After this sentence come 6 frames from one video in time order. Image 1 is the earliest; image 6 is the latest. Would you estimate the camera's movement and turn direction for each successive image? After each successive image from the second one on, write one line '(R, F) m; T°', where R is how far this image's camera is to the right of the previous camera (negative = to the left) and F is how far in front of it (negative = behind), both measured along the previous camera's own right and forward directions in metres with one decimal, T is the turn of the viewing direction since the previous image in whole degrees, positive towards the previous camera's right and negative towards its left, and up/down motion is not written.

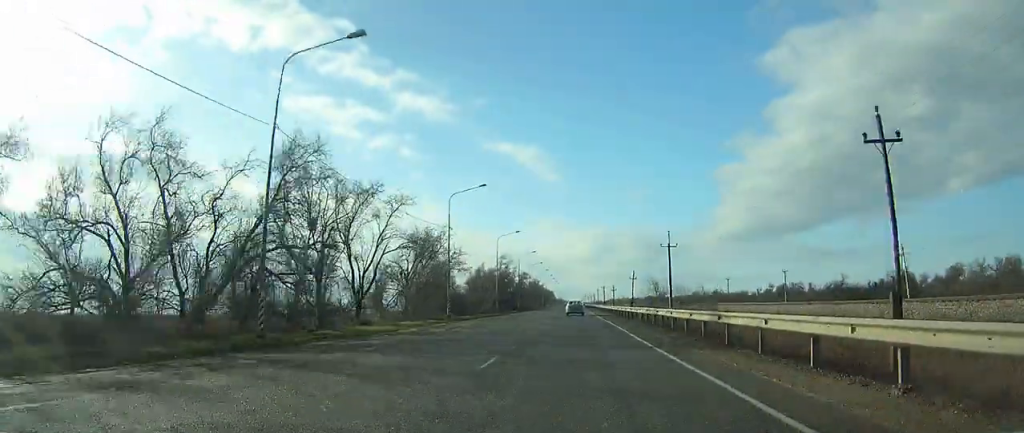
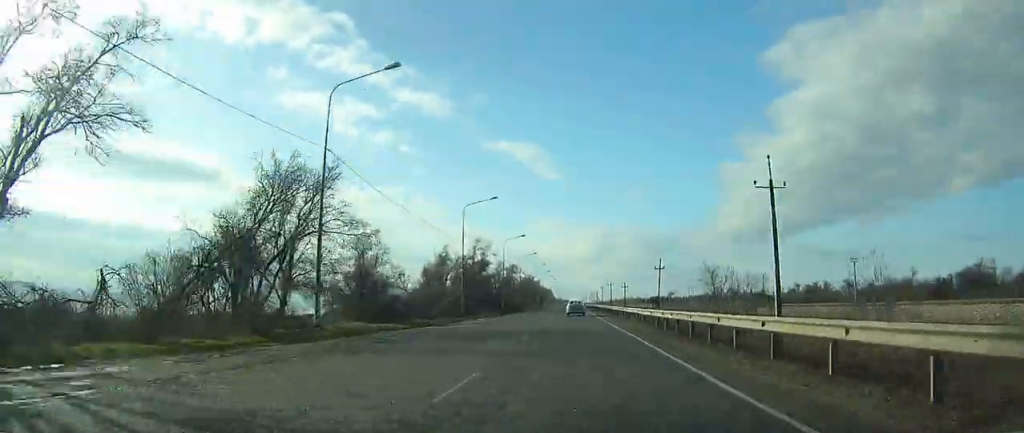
(-0.6, +27.1) m; +2°
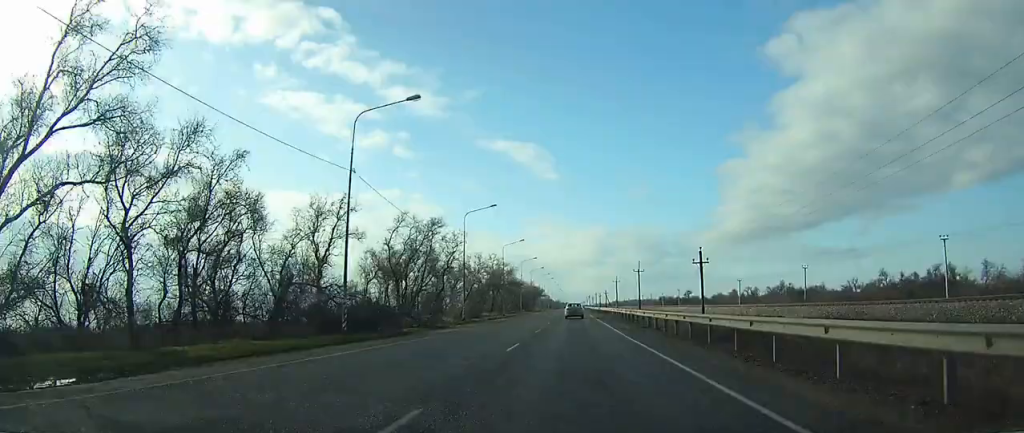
(+0.9, +62.1) m; -4°
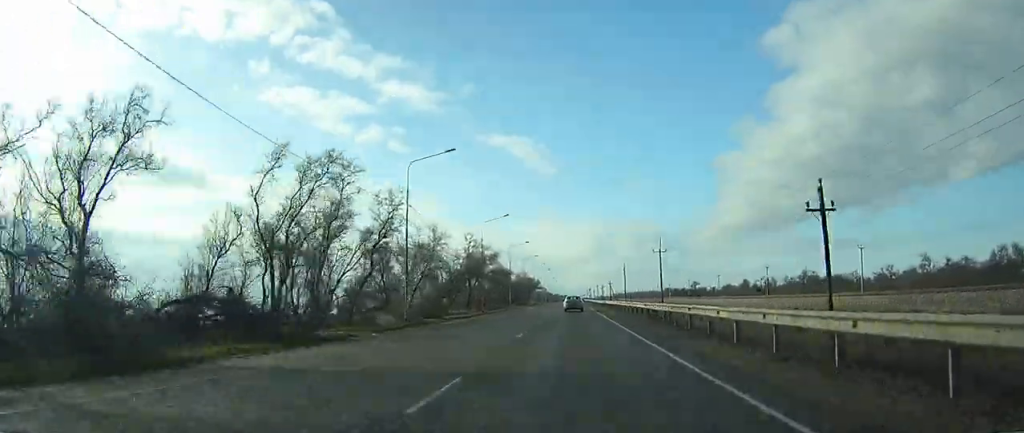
(-1.9, +21.3) m; -1°
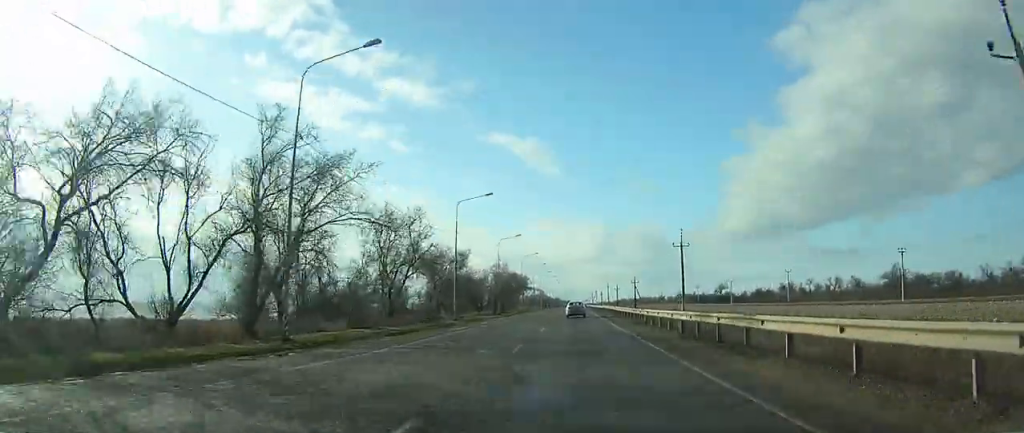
(-0.4, +52.5) m; +1°
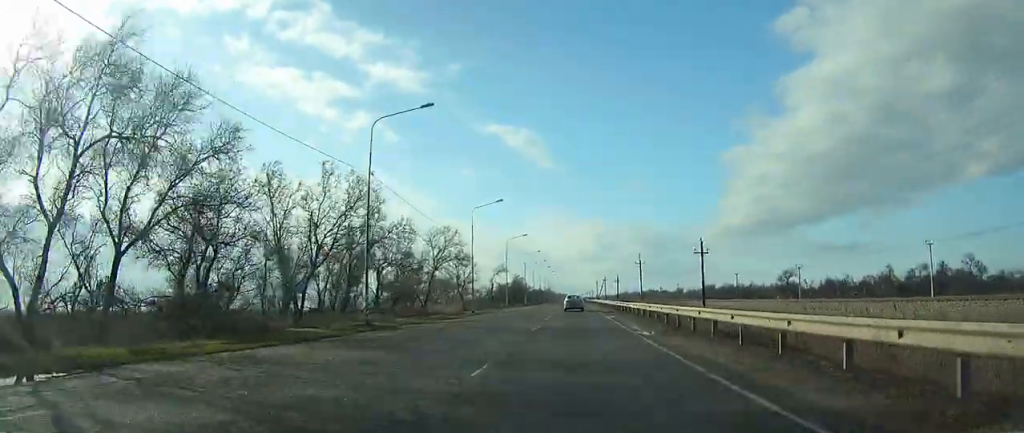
(+1.4, +92.3) m; +1°
